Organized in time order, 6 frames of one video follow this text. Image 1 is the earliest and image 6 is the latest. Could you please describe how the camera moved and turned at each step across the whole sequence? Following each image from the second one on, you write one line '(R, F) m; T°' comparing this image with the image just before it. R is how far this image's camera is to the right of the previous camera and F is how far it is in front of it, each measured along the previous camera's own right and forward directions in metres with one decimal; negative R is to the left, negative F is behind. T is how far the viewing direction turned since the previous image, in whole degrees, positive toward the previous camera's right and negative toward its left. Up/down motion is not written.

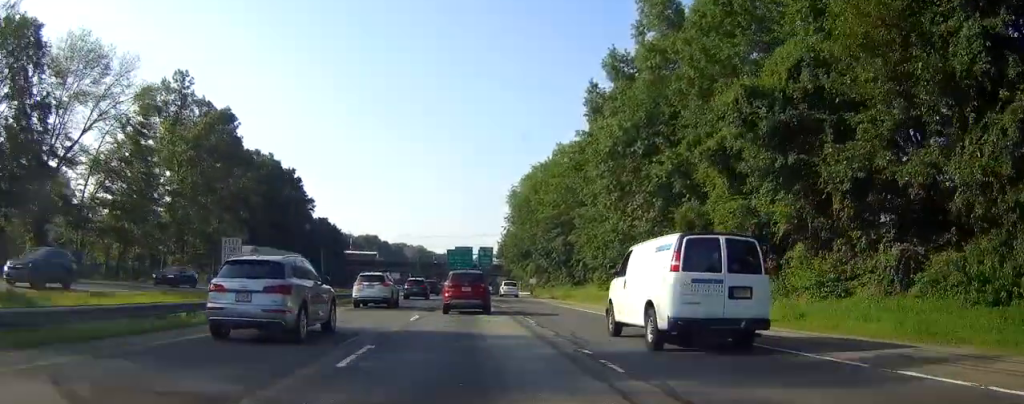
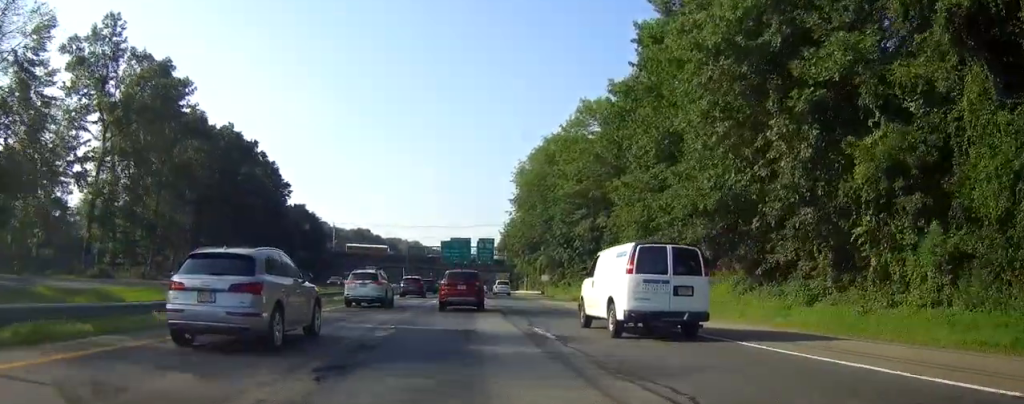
(0.0, +20.5) m; 0°
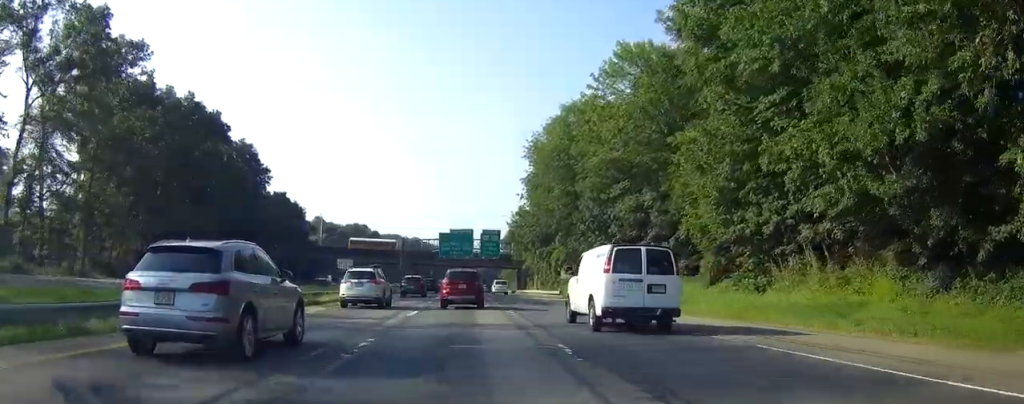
(0.0, +16.3) m; 0°
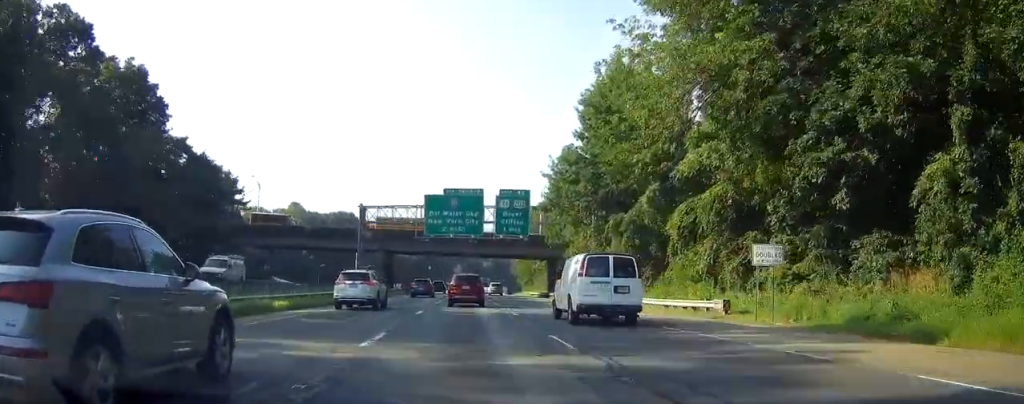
(-0.2, +49.2) m; 0°
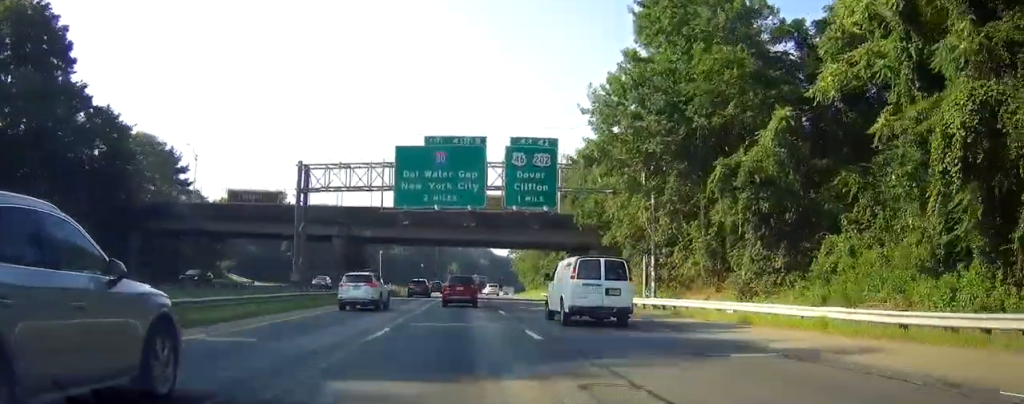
(+0.1, +23.2) m; +1°
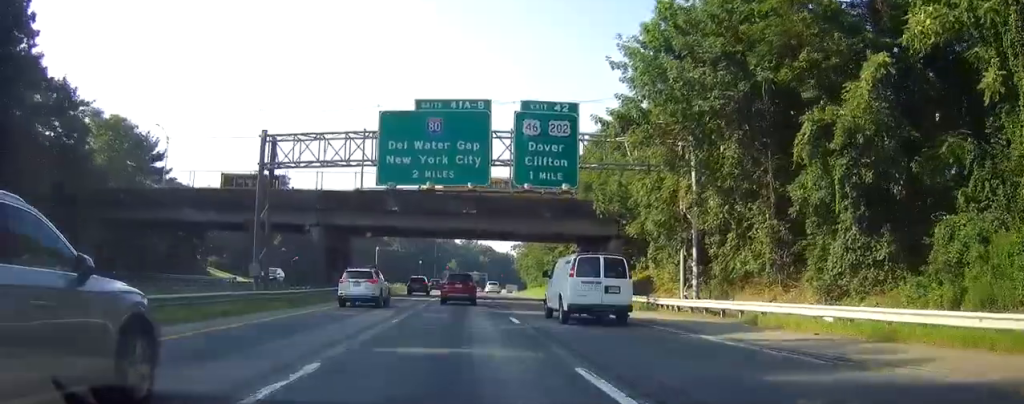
(0.0, +8.0) m; 0°
